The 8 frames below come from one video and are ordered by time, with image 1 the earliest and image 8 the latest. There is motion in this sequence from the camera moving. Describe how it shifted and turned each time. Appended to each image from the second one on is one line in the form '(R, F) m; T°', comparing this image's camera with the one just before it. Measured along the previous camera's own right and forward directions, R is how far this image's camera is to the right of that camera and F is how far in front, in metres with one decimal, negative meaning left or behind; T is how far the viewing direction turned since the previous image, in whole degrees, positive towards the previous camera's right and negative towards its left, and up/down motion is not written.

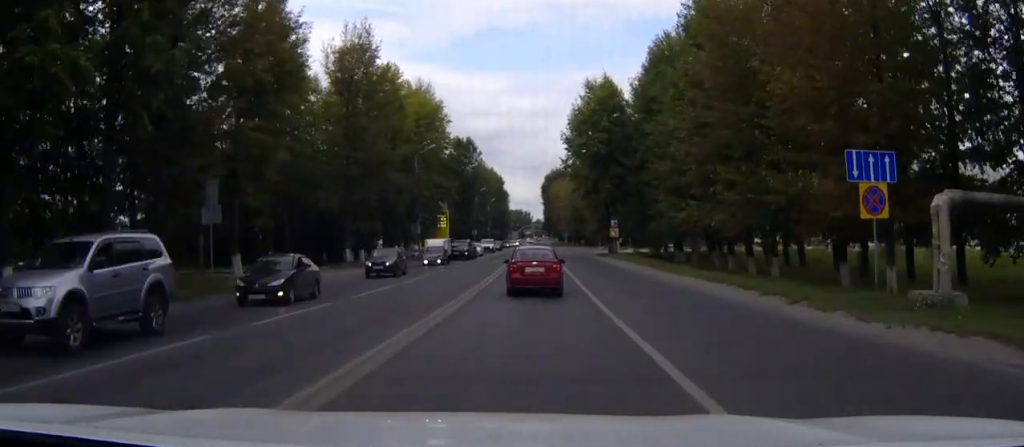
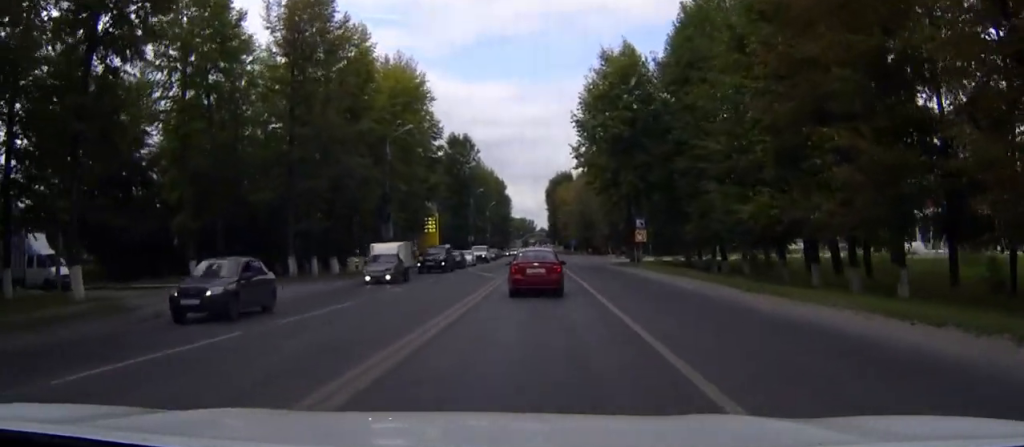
(-0.1, +14.8) m; 0°
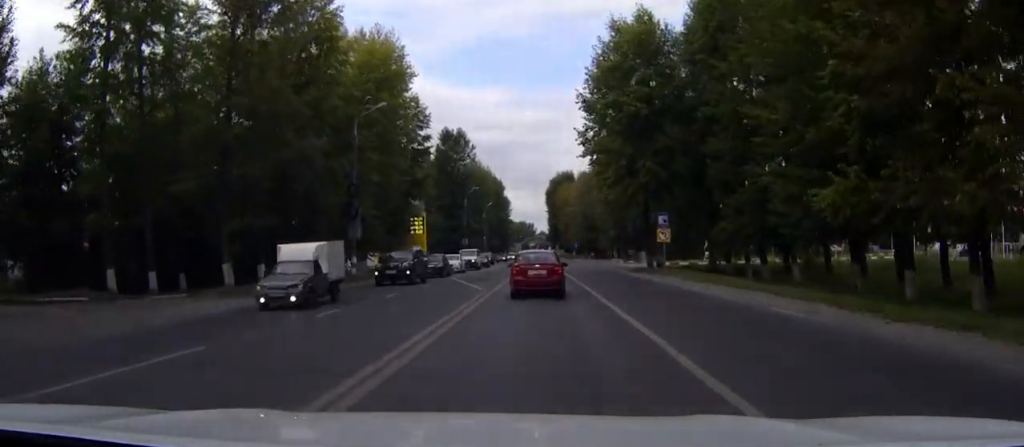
(0.0, +9.7) m; 0°
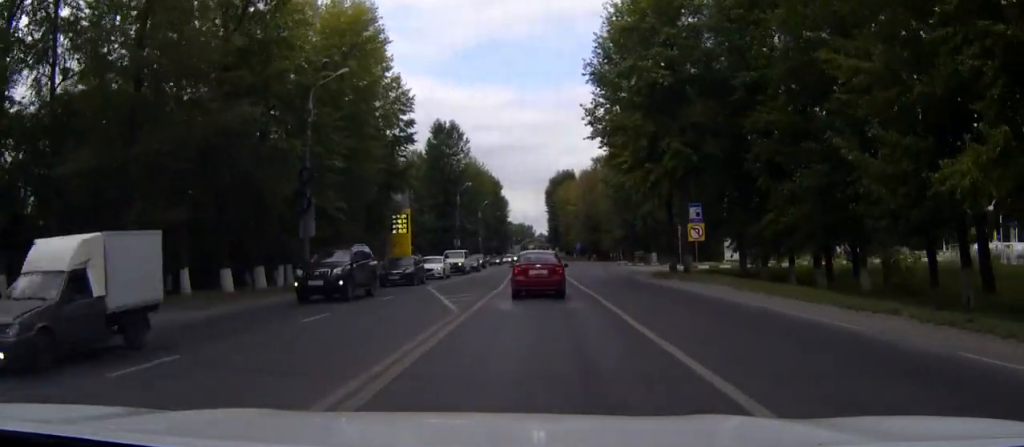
(0.0, +9.3) m; 0°
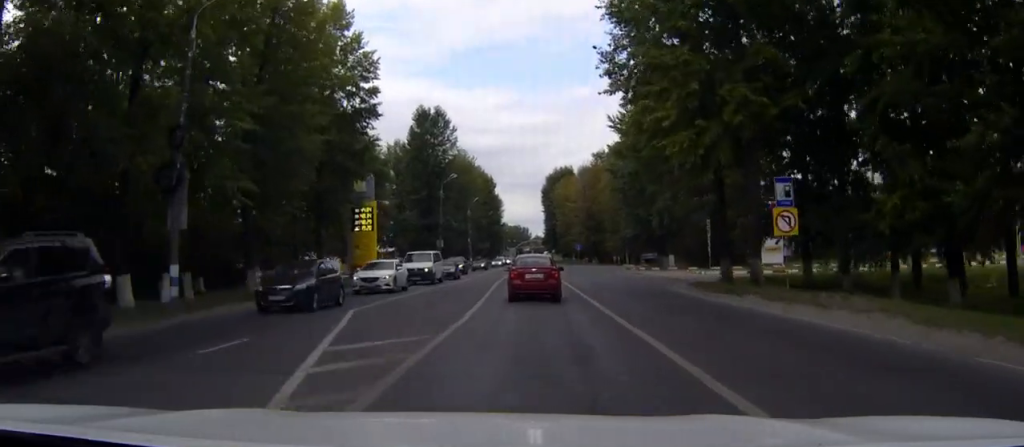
(0.0, +13.5) m; 0°
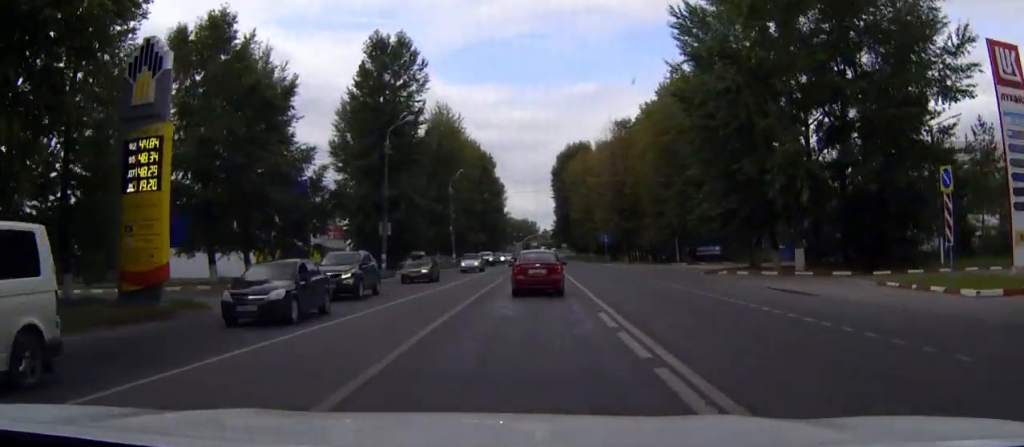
(+0.1, +34.3) m; 0°
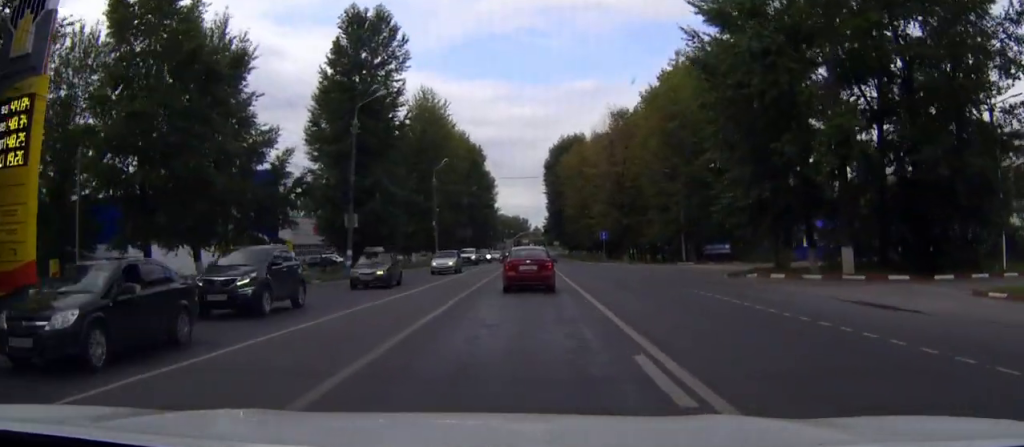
(0.0, +7.4) m; 0°
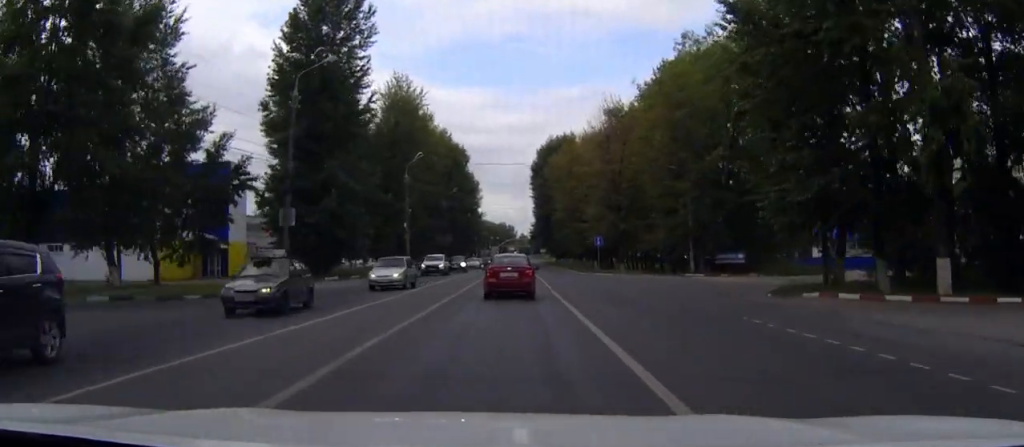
(0.0, +9.5) m; 0°
